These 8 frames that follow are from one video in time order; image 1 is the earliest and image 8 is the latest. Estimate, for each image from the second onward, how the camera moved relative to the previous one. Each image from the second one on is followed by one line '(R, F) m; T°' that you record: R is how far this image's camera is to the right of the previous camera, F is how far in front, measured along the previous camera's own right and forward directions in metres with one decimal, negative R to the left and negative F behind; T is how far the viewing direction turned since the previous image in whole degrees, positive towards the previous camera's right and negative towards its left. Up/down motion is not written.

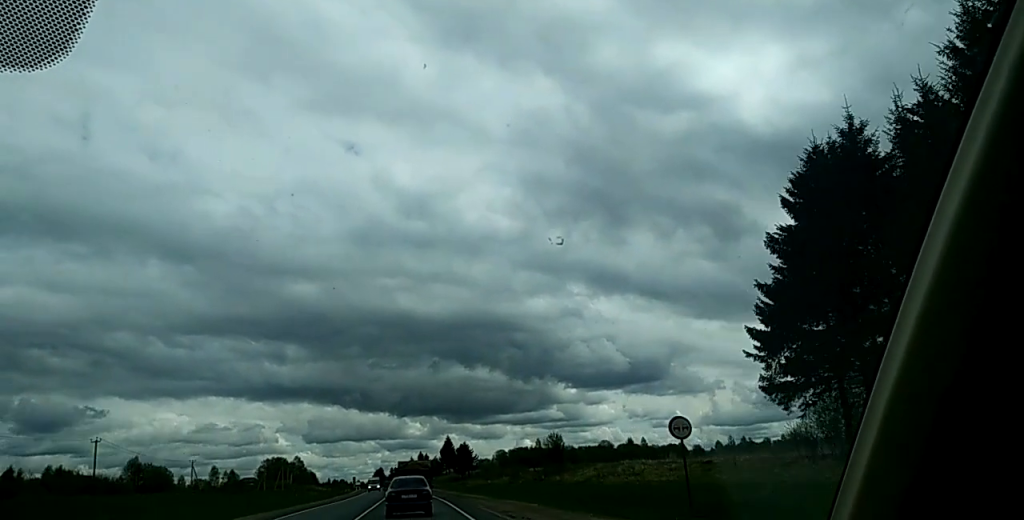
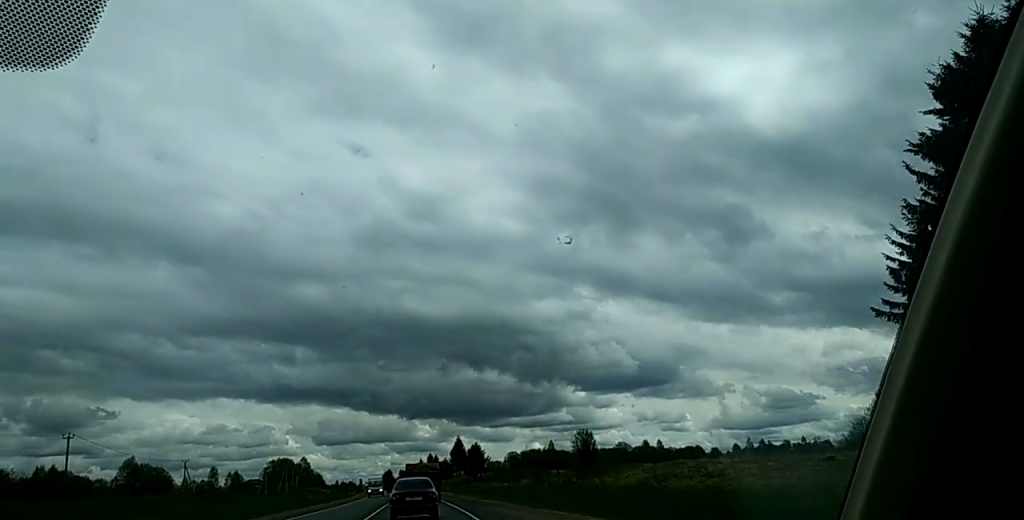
(0.0, +12.7) m; 0°
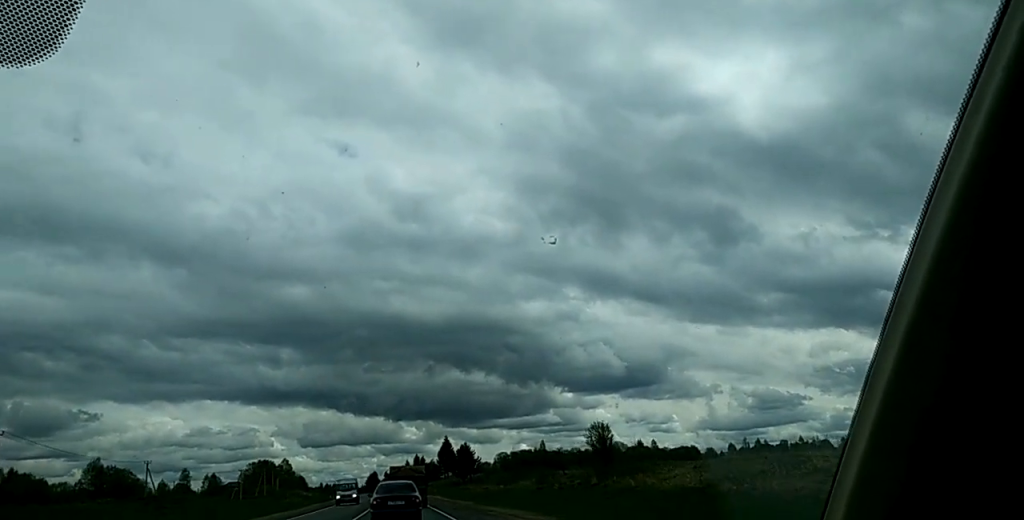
(+0.4, +13.2) m; 0°
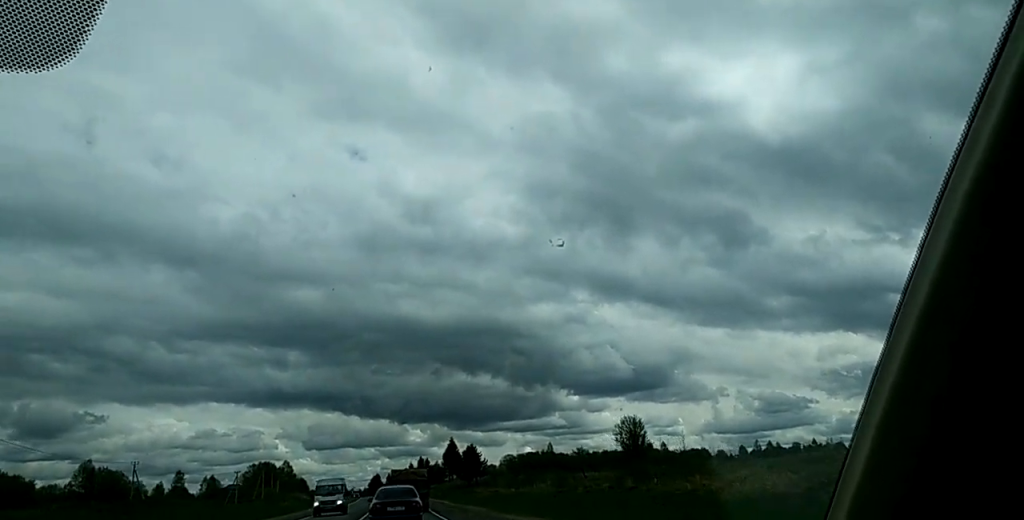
(-0.2, +9.0) m; 0°
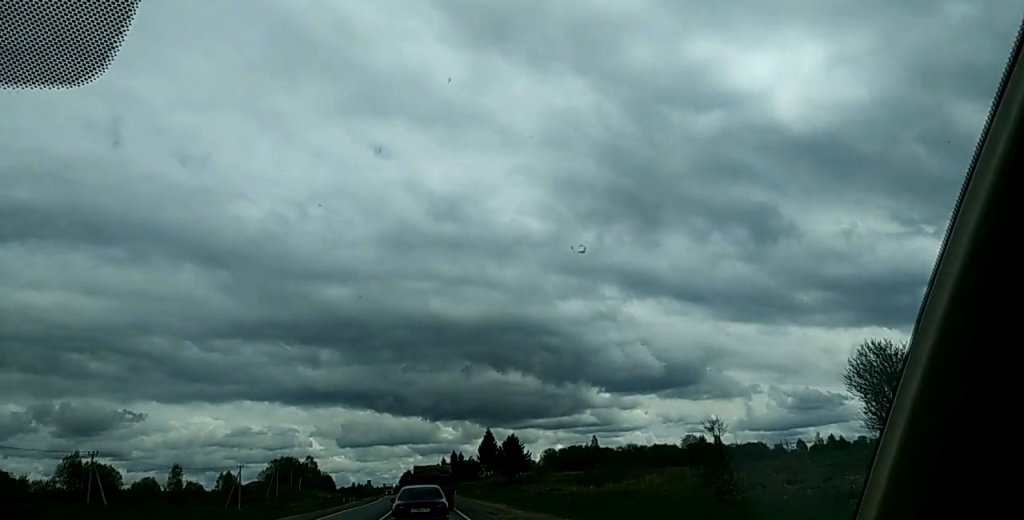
(-0.3, +32.2) m; -2°
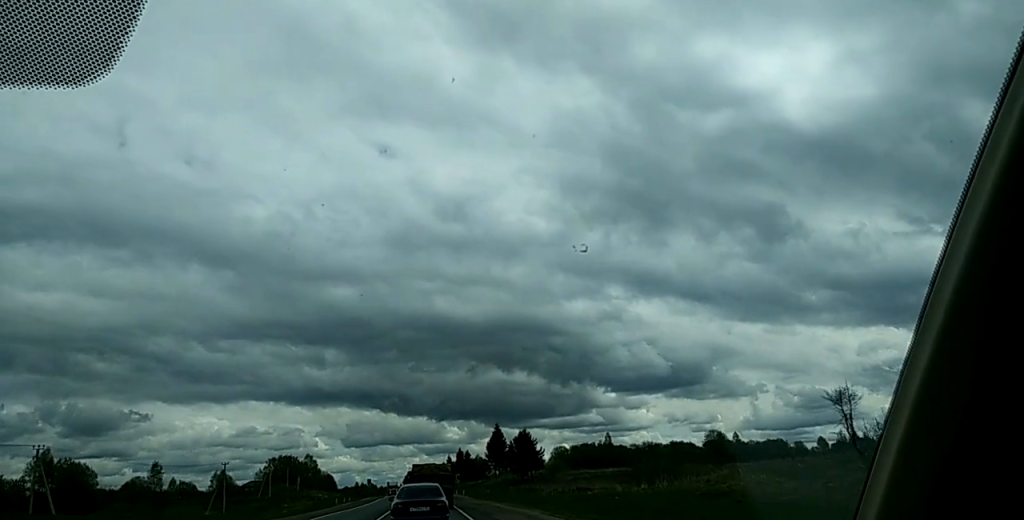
(-0.4, +16.2) m; -3°
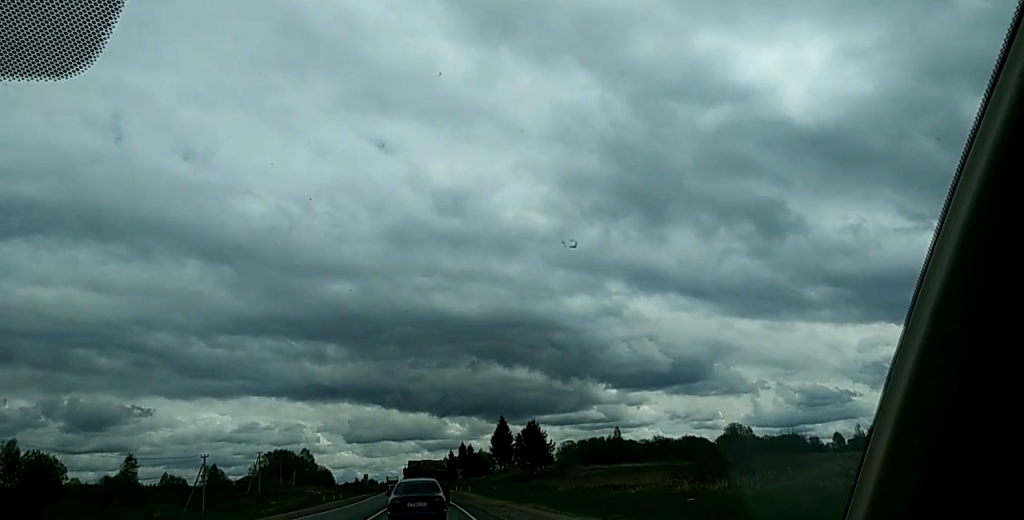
(-0.4, +14.4) m; 0°
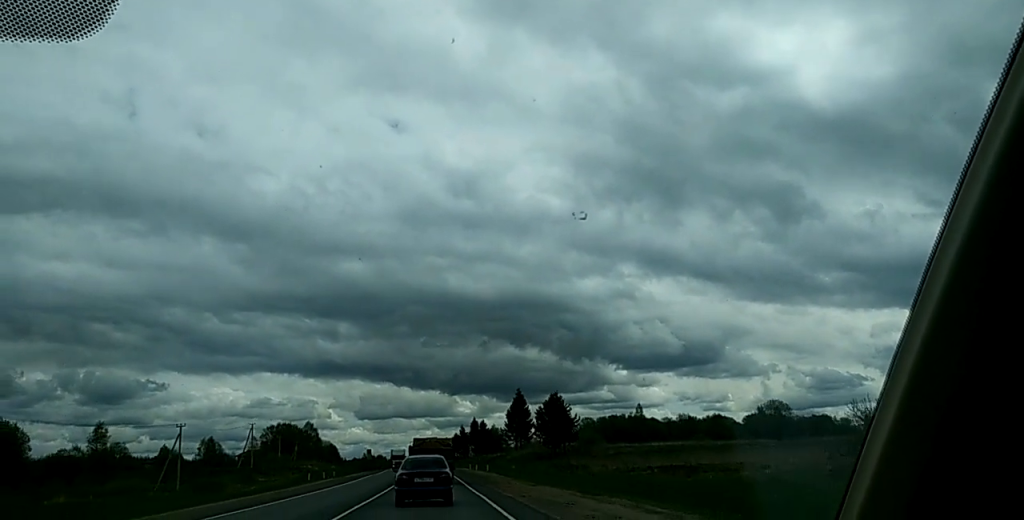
(+0.4, +19.2) m; +1°
